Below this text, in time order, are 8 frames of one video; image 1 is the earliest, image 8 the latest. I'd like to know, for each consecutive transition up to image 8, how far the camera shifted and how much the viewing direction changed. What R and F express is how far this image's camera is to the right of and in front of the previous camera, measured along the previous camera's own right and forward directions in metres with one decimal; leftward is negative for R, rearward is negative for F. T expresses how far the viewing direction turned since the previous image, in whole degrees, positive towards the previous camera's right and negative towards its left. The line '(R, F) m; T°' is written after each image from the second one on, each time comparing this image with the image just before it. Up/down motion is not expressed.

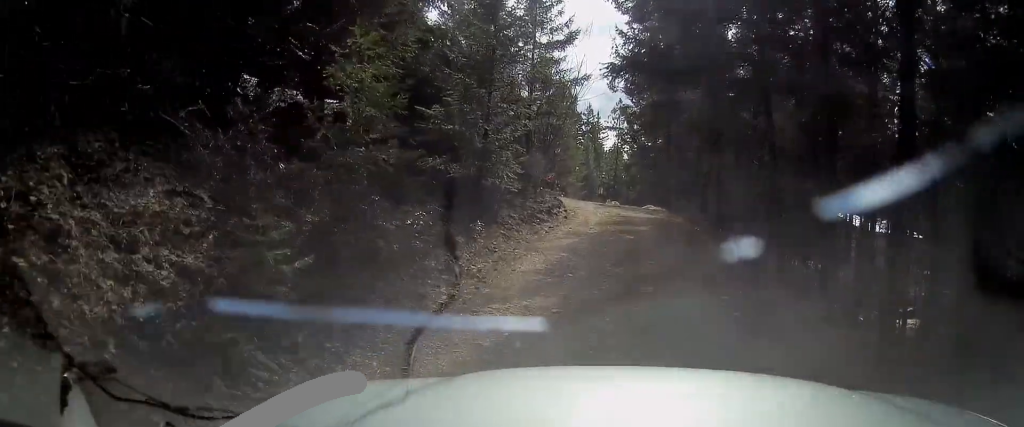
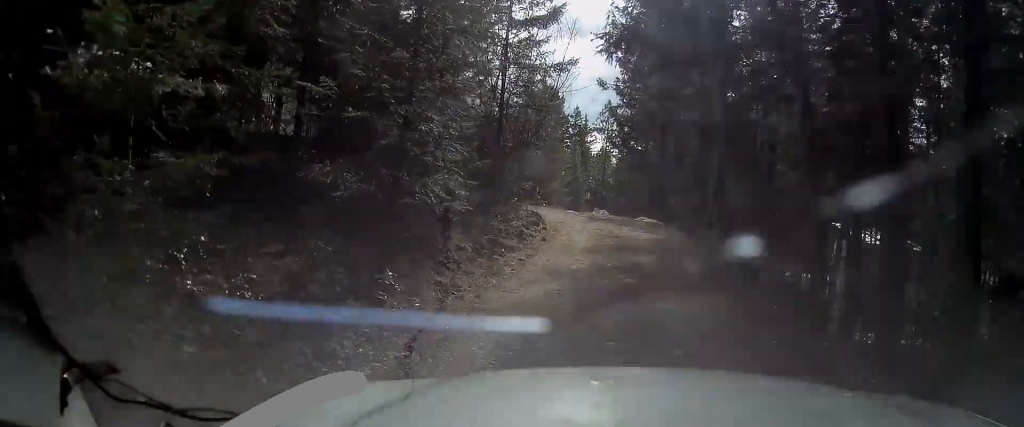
(0.0, +4.0) m; -4°
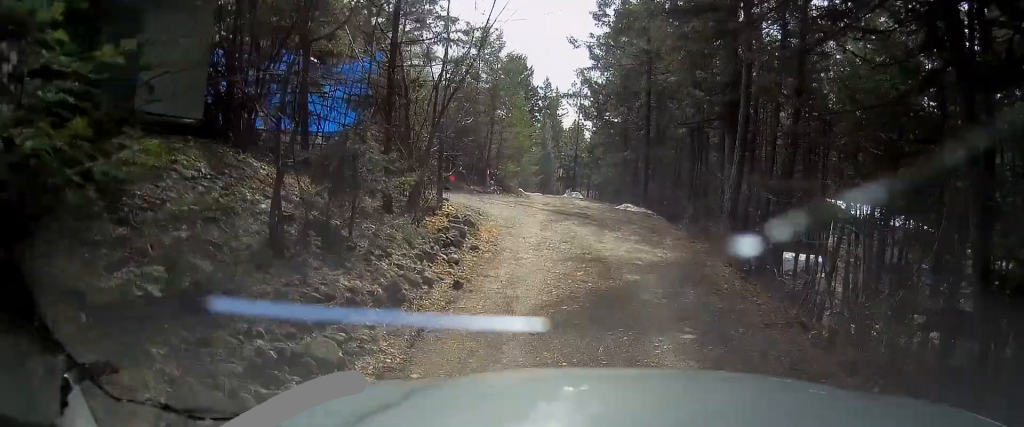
(-0.1, +6.2) m; +8°
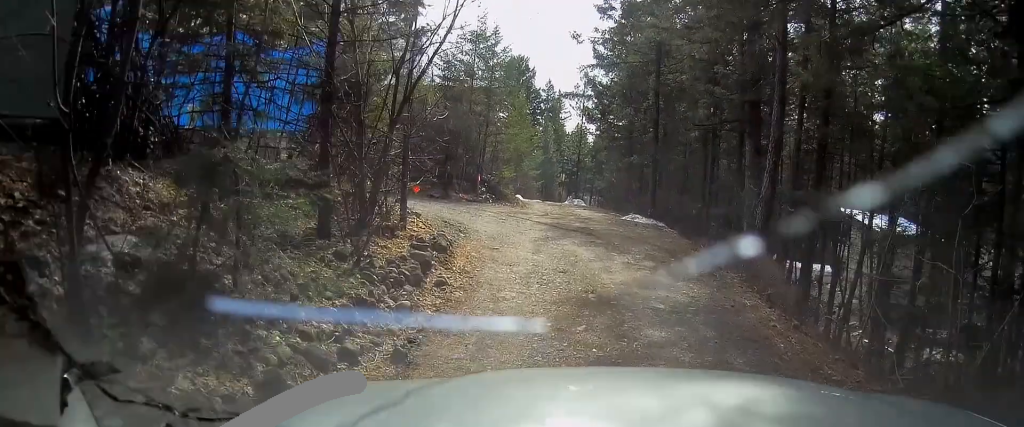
(+0.2, +2.2) m; 0°
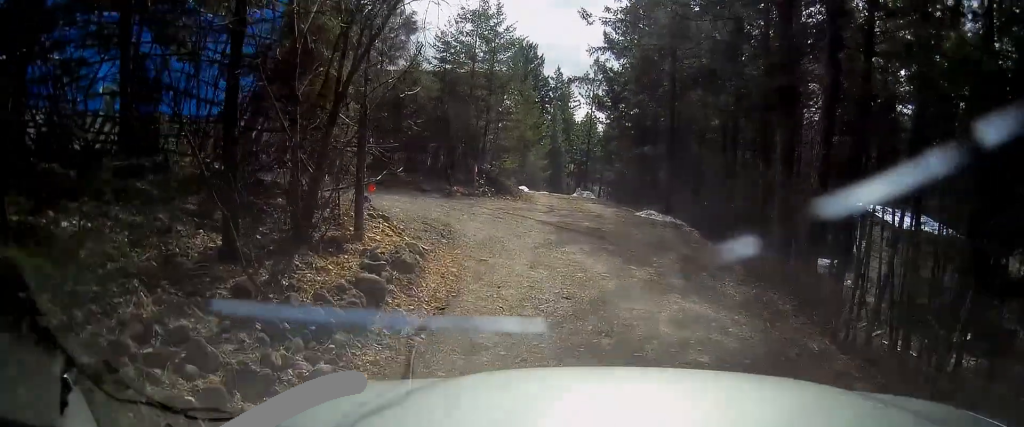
(+0.3, +1.9) m; -3°
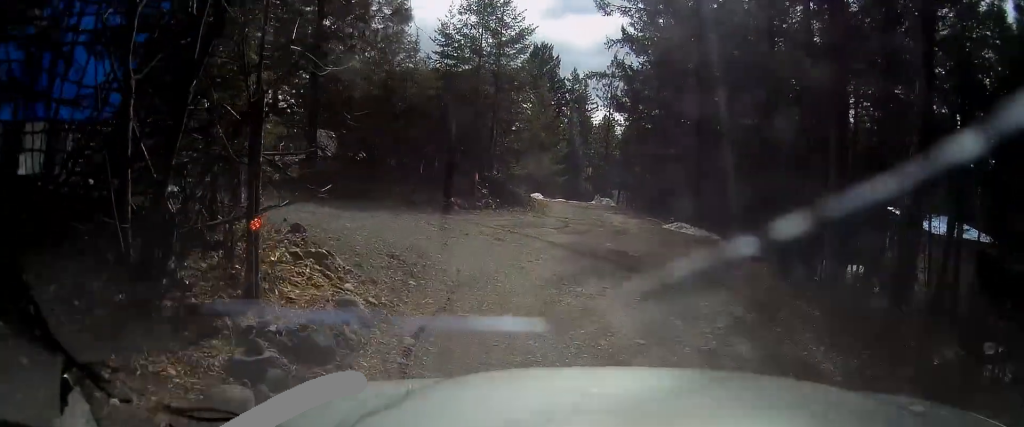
(-0.5, +2.5) m; -5°
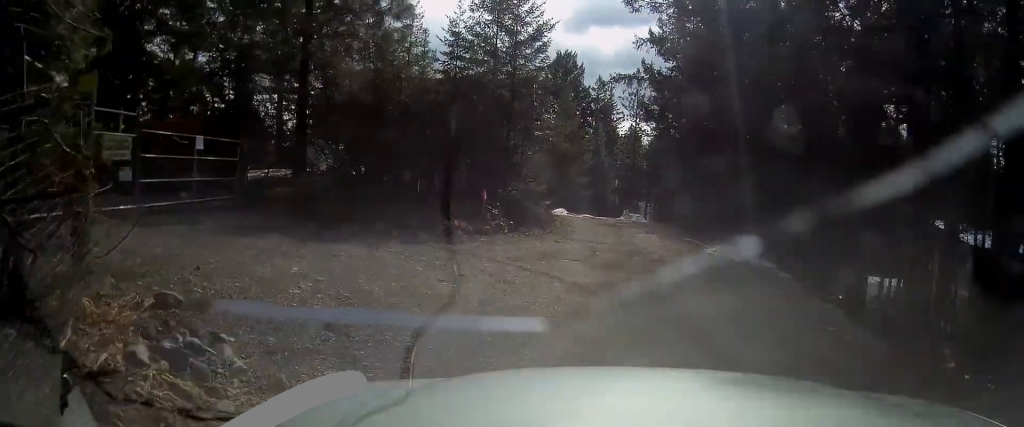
(0.0, +2.4) m; -2°
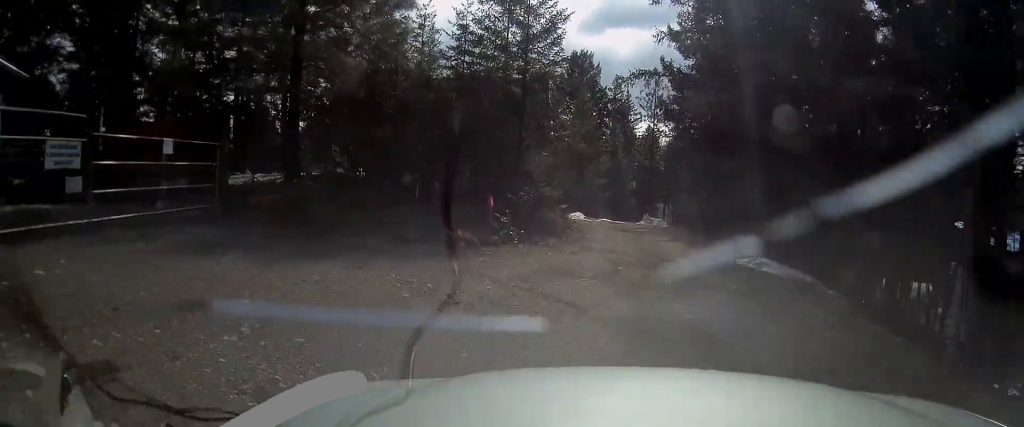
(+0.1, +1.3) m; 0°
